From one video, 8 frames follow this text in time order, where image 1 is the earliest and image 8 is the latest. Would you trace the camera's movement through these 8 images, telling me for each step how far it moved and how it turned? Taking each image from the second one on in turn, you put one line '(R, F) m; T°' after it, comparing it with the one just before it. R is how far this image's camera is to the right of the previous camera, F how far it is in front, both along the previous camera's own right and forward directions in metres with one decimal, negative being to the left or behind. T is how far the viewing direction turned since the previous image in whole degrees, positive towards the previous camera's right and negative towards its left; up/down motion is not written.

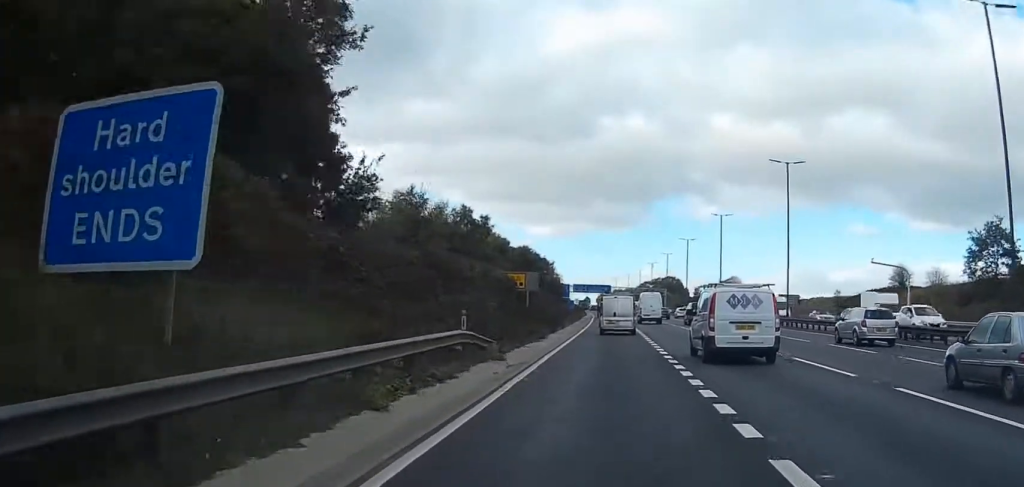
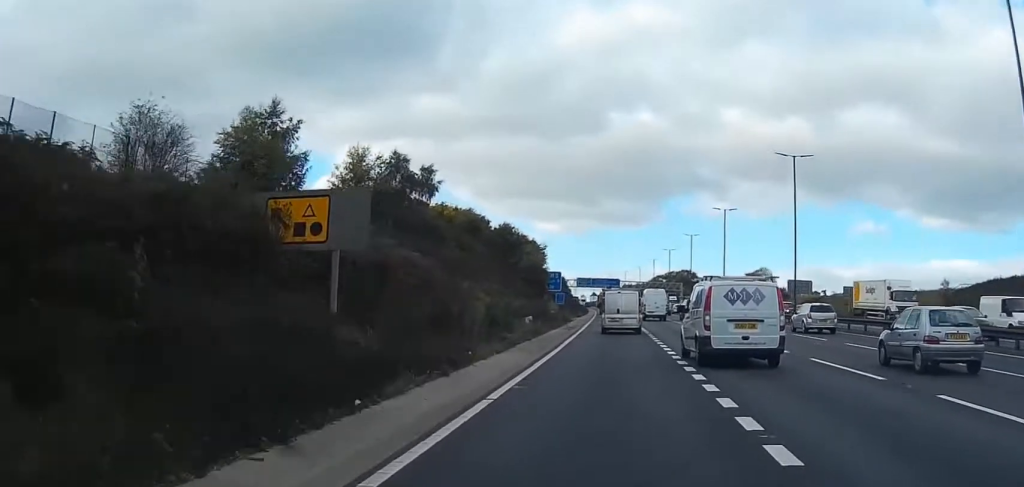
(-0.1, +37.7) m; 0°
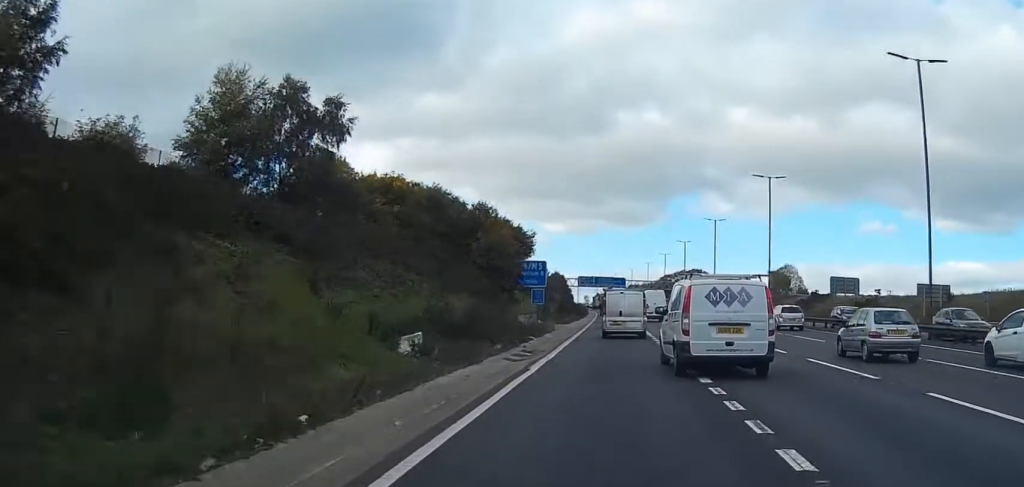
(-0.1, +26.6) m; 0°
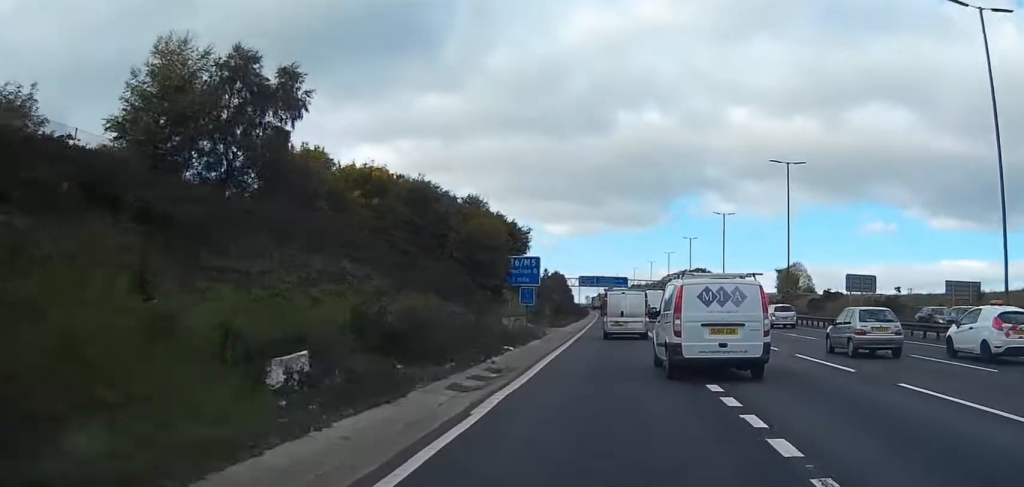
(-0.1, +7.5) m; 0°
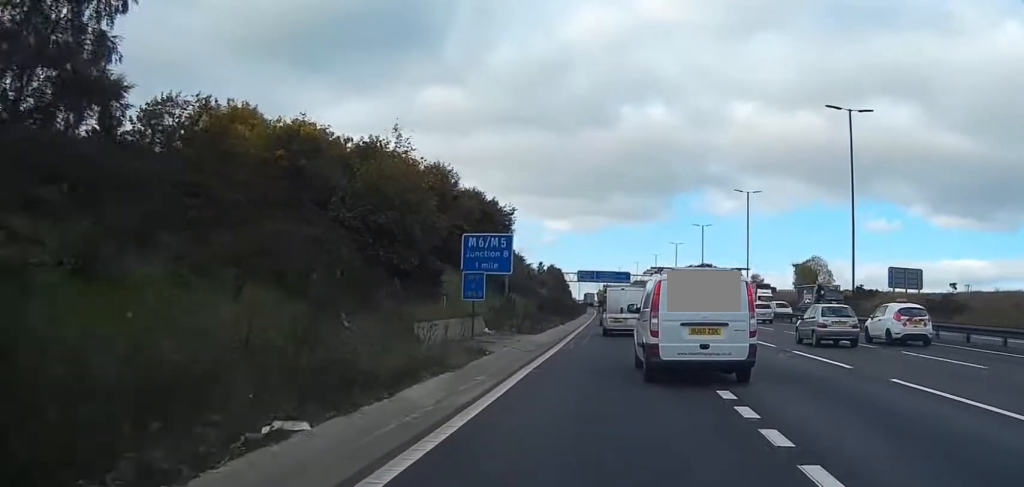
(+0.1, +17.8) m; 0°
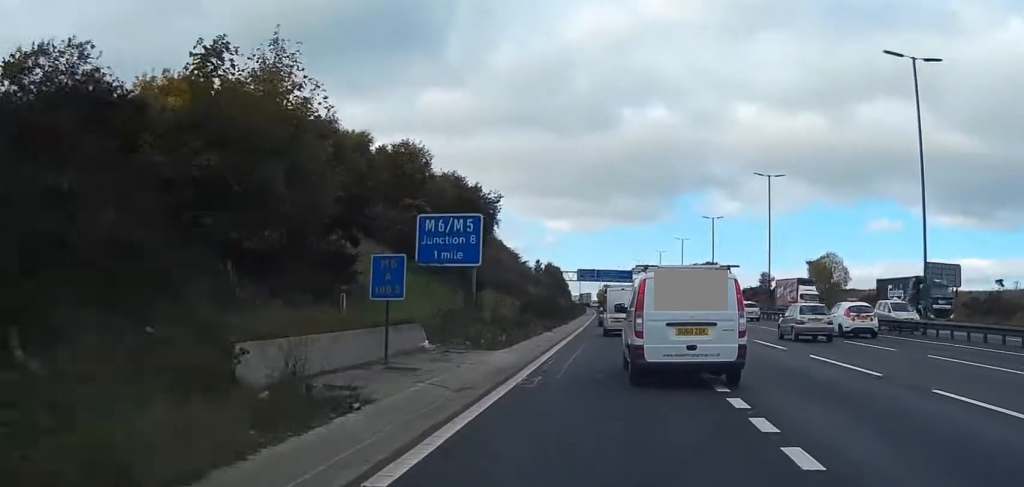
(-0.1, +11.2) m; 0°
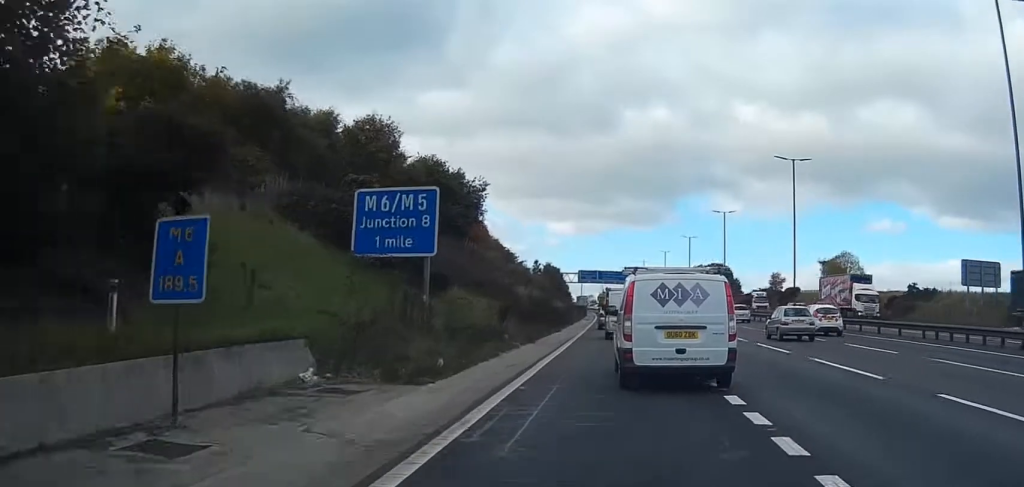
(0.0, +9.4) m; 0°
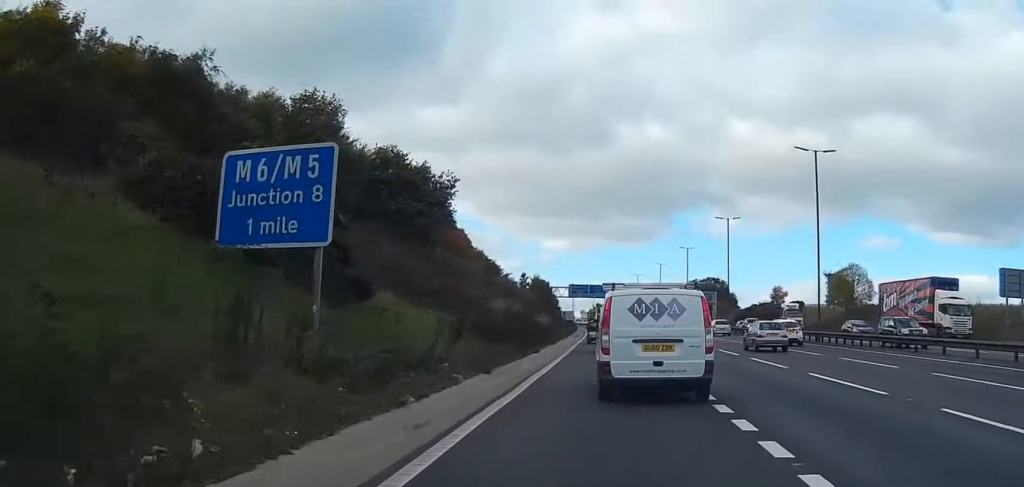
(0.0, +9.7) m; 0°
